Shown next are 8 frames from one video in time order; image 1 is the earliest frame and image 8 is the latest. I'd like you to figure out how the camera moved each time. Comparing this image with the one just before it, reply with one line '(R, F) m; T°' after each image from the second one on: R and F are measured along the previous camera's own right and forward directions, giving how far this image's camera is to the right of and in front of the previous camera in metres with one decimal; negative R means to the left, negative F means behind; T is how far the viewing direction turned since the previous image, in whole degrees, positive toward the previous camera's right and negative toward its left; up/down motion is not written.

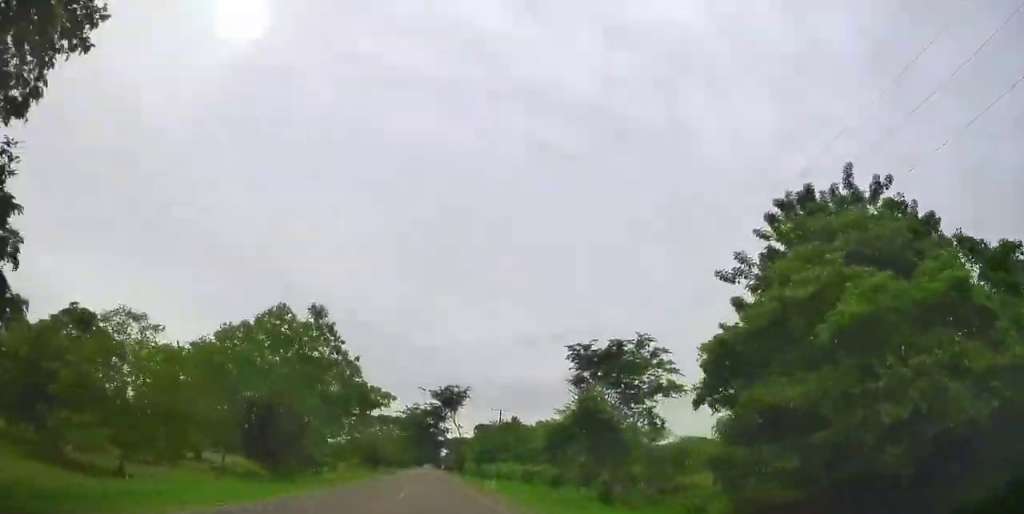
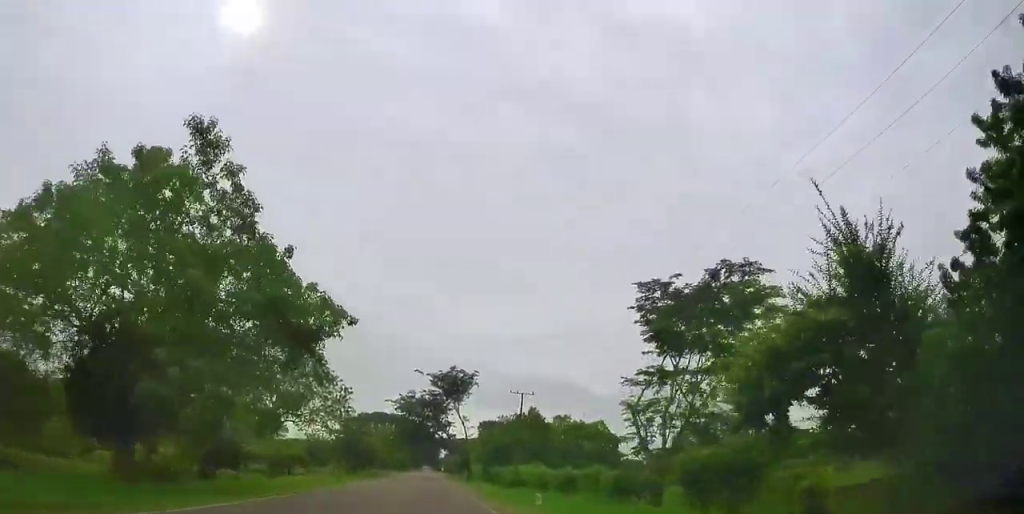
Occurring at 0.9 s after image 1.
(+0.8, +18.4) m; +1°
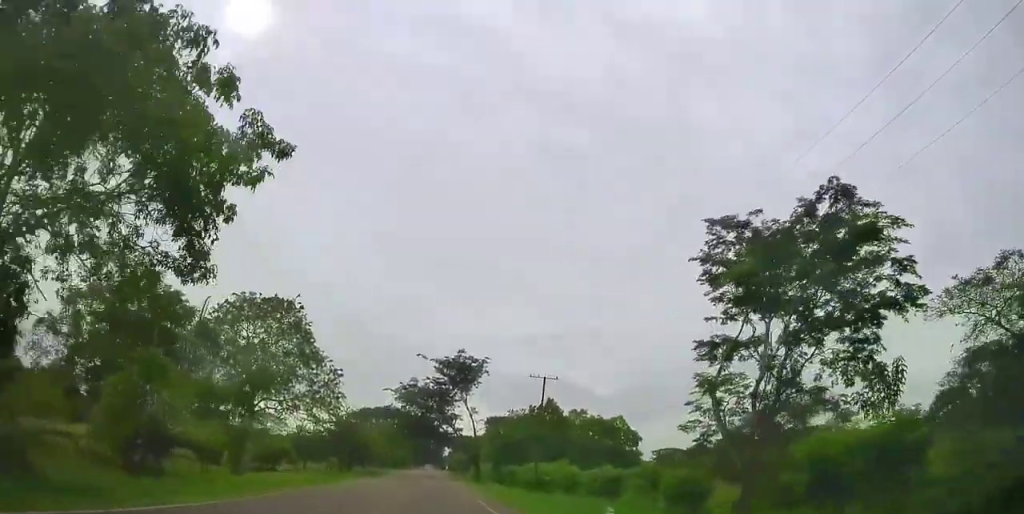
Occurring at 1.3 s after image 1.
(-0.1, +9.1) m; 0°
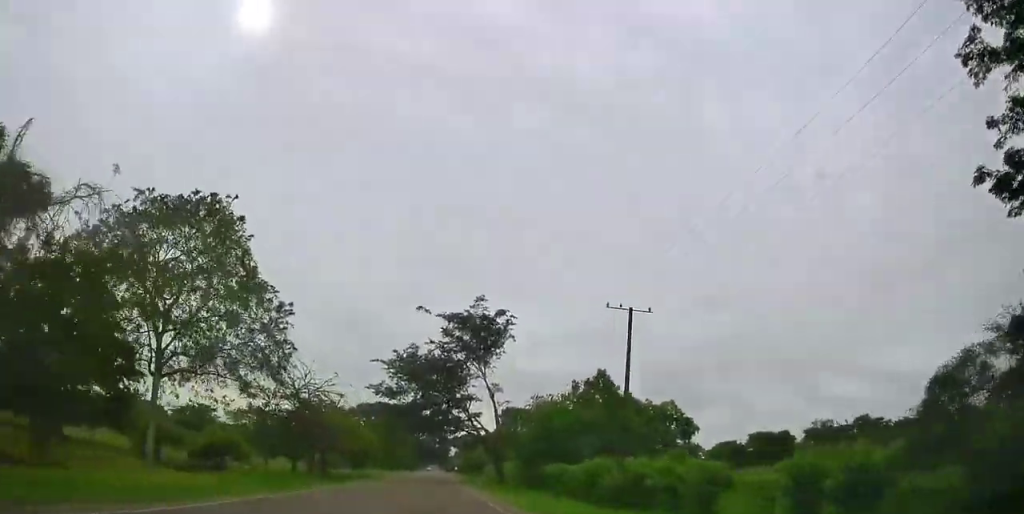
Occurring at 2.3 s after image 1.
(-0.4, +19.8) m; 0°
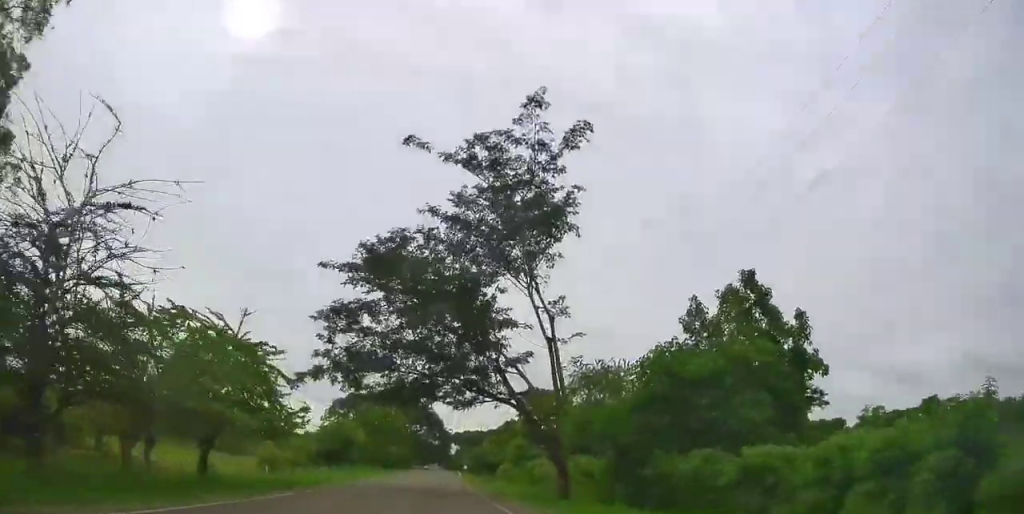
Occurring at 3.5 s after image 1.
(+0.5, +22.1) m; +1°
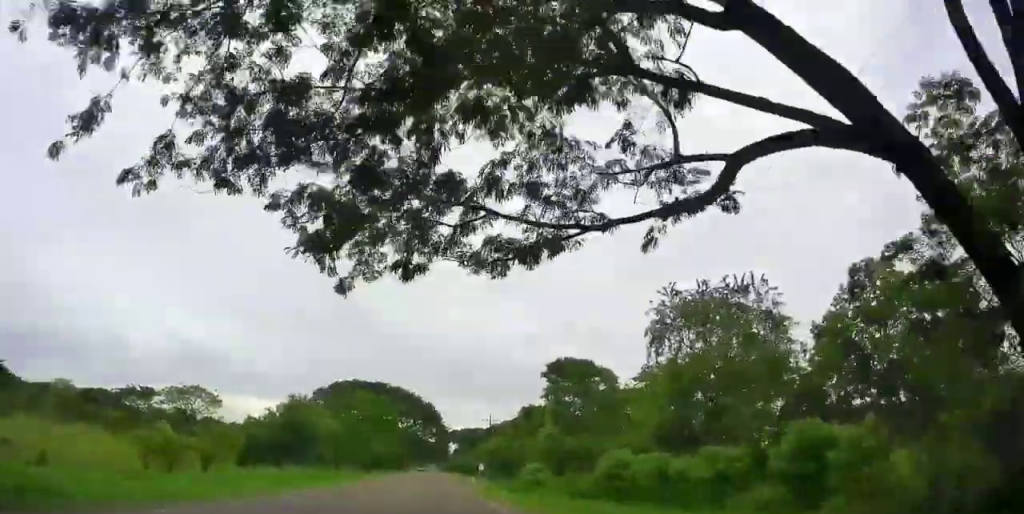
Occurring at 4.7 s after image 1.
(-0.5, +24.1) m; -2°
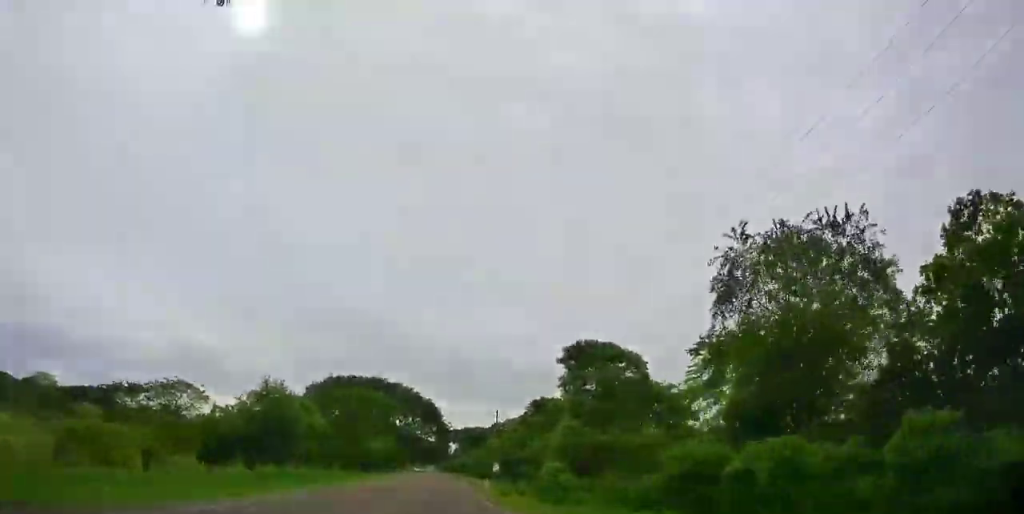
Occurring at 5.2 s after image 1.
(-0.1, +10.5) m; 0°
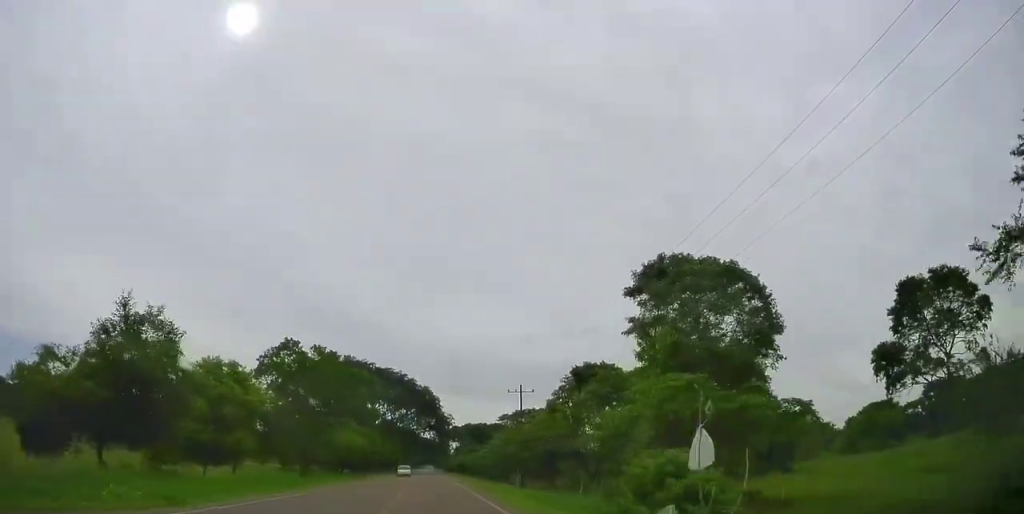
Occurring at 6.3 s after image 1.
(+0.3, +25.5) m; 0°
